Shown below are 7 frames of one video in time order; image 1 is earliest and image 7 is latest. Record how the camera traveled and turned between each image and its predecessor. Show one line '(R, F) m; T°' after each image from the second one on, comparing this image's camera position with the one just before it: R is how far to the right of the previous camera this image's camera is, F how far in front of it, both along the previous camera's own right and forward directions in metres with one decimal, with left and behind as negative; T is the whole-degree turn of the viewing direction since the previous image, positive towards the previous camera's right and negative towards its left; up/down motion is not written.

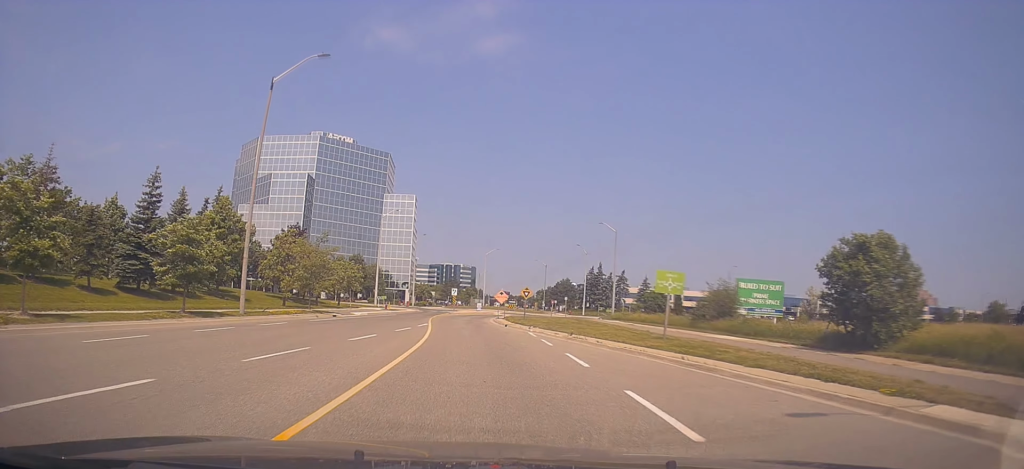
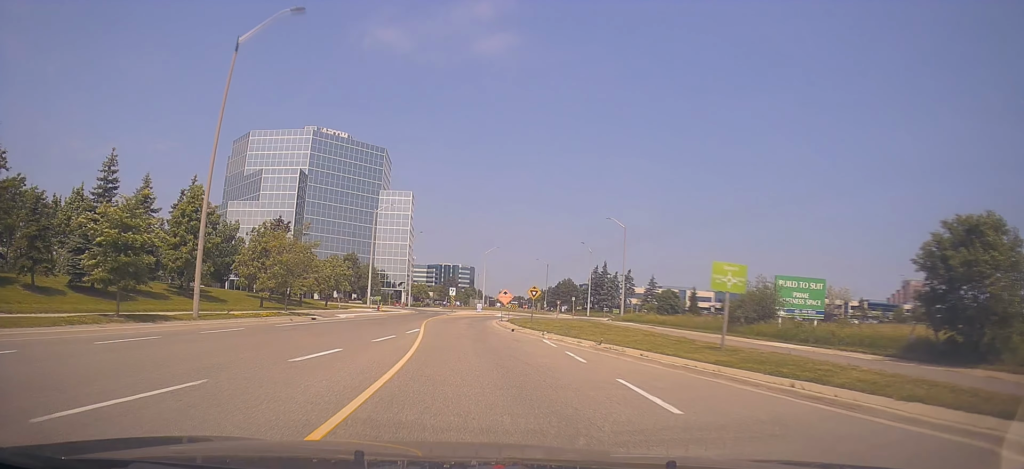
(0.0, +5.3) m; 0°
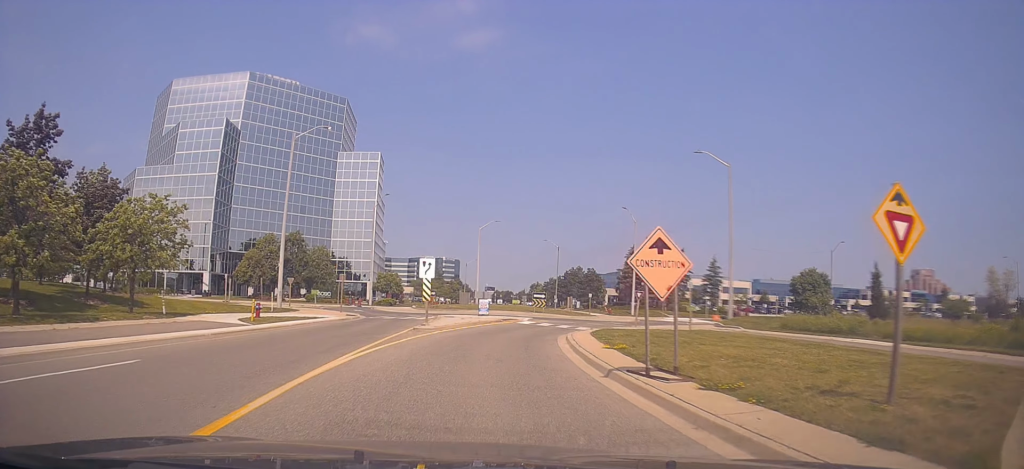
(-0.8, +36.2) m; +1°
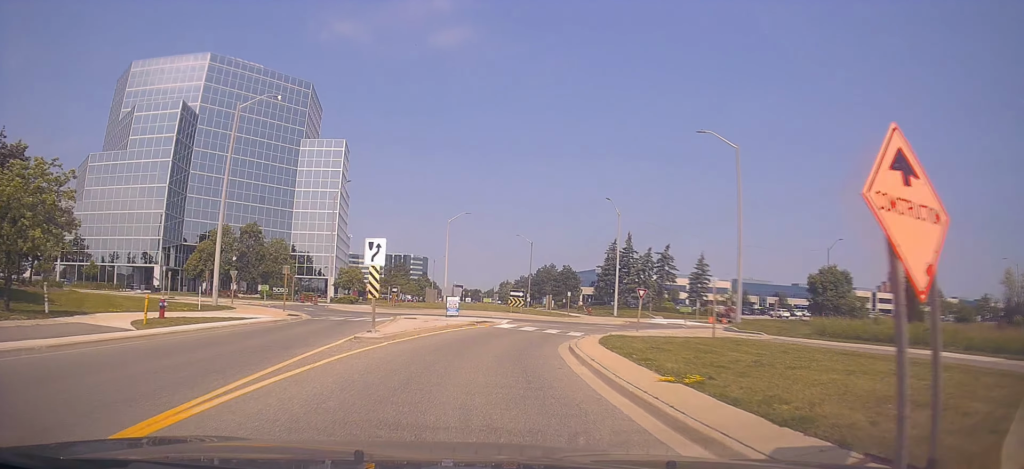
(+0.2, +6.6) m; +2°
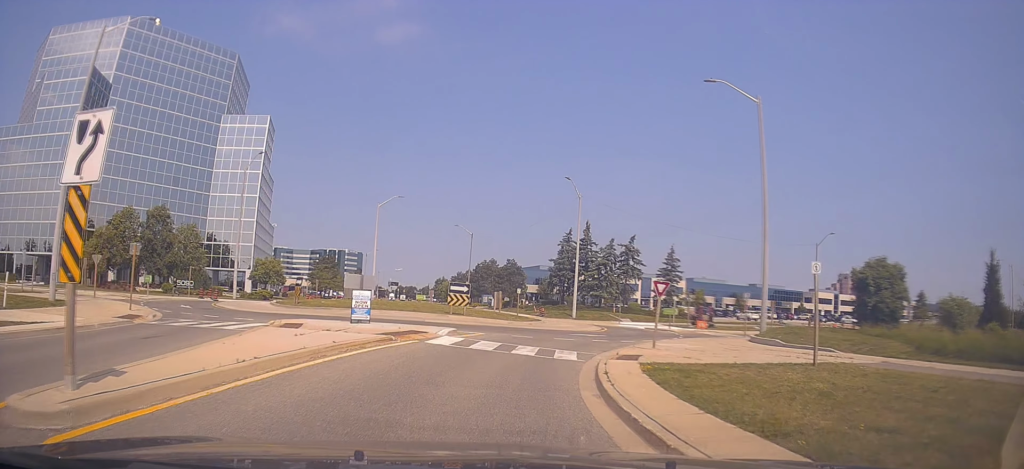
(+0.3, +11.5) m; +6°
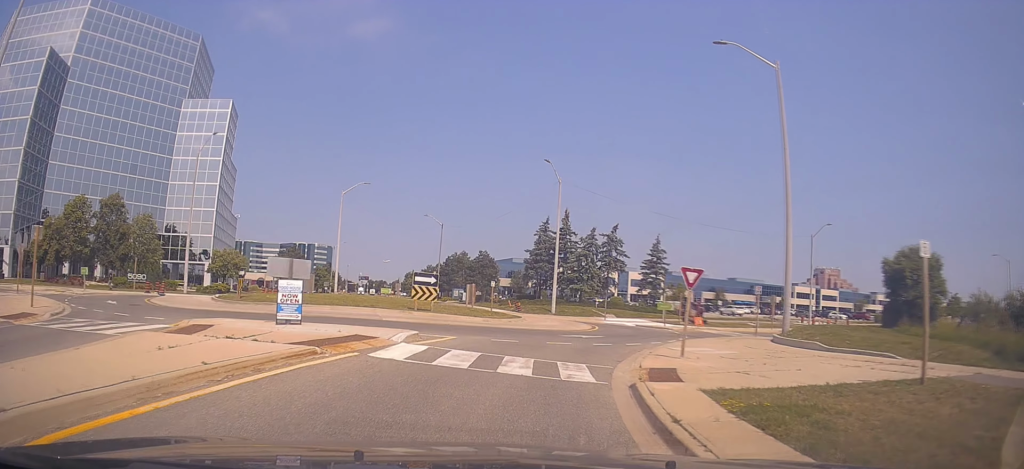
(+0.3, +5.1) m; +3°
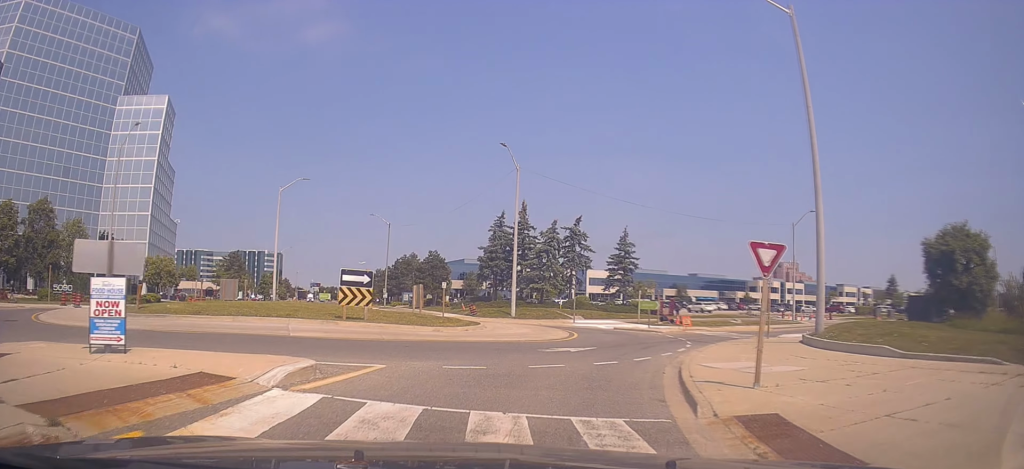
(+0.4, +6.5) m; +4°
